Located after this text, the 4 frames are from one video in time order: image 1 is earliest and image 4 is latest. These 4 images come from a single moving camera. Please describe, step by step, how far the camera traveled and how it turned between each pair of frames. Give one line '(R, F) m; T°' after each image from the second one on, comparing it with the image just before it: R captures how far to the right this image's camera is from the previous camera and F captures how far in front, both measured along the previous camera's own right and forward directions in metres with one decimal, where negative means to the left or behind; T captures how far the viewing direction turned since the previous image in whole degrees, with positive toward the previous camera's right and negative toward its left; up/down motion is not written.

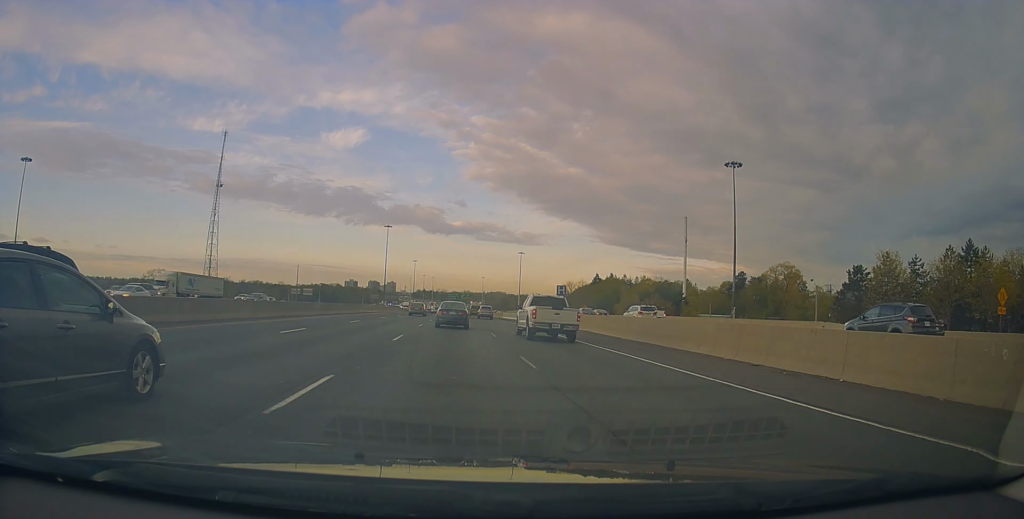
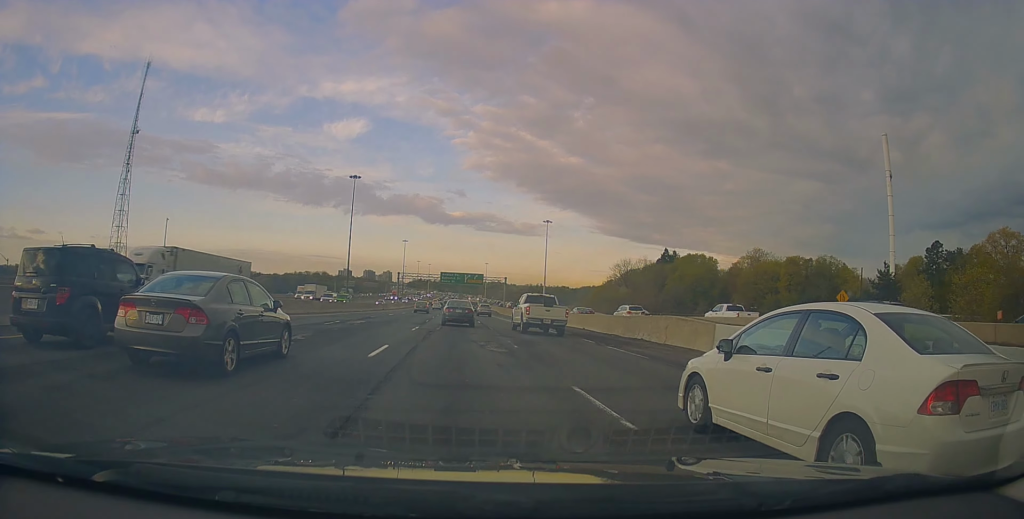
(-1.0, +89.9) m; 0°
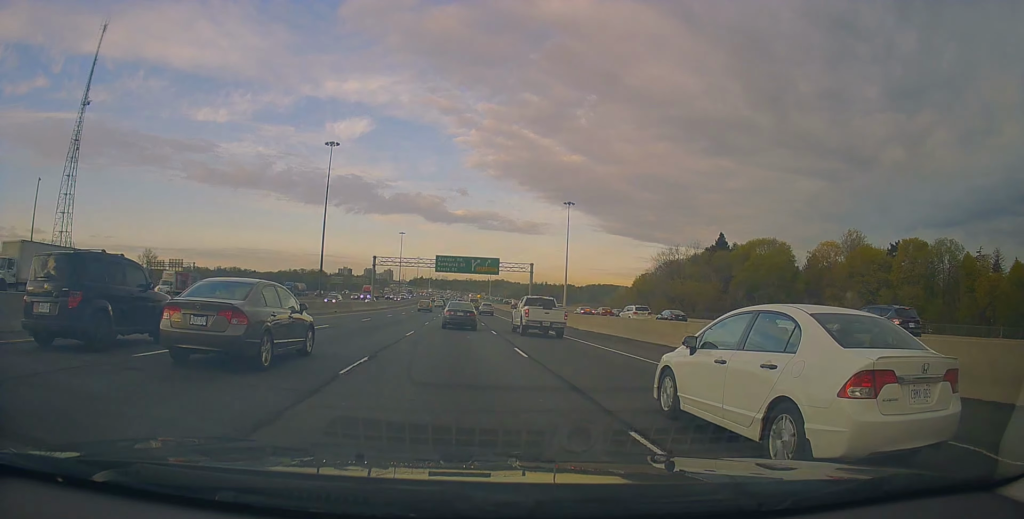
(-1.0, +37.9) m; -2°
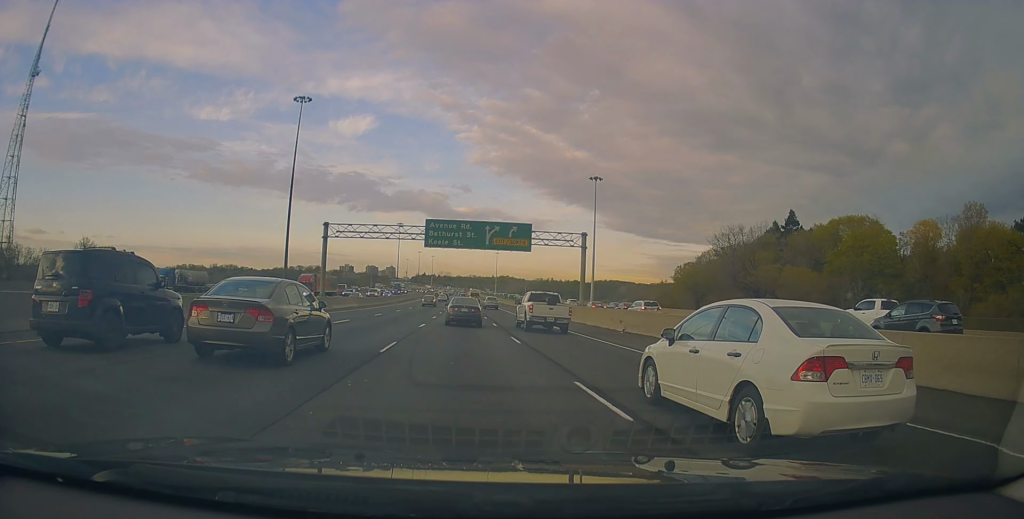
(+0.3, +32.8) m; +2°
